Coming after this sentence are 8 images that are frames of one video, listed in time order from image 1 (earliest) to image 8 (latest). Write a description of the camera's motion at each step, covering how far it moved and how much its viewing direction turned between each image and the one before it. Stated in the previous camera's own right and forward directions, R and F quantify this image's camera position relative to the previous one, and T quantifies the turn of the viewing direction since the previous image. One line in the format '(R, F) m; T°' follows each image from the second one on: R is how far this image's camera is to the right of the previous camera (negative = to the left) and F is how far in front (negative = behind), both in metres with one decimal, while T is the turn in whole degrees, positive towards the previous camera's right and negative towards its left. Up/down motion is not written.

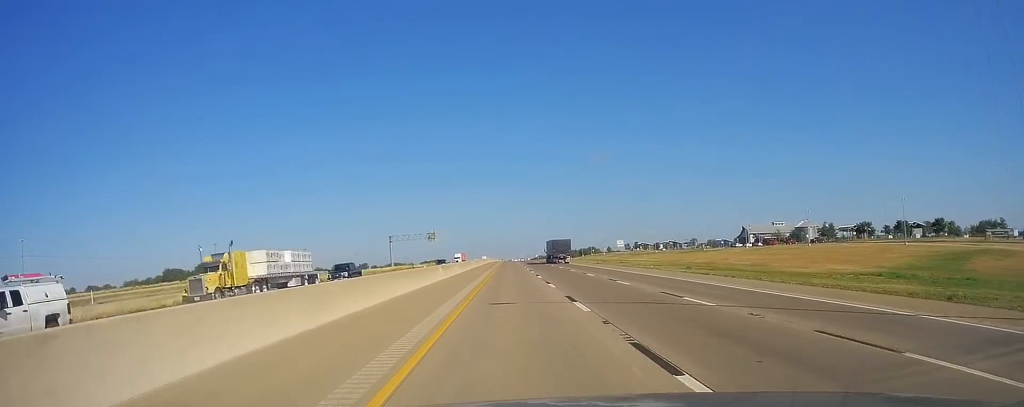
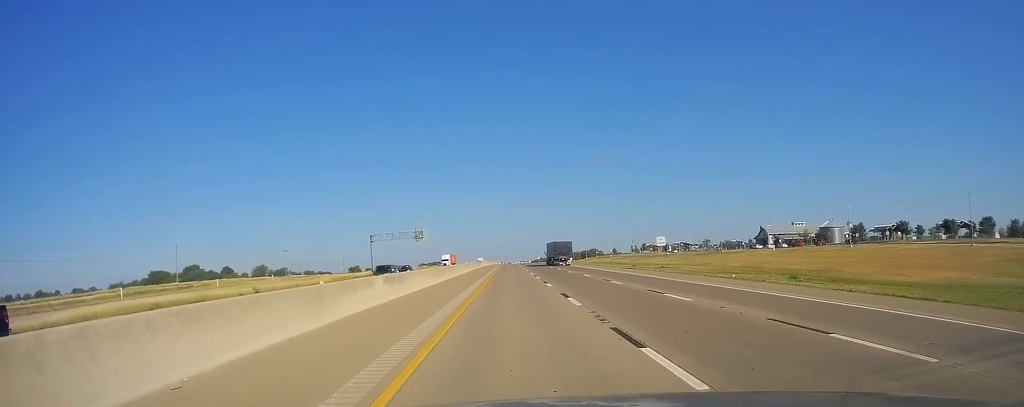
(0.0, +22.0) m; +1°
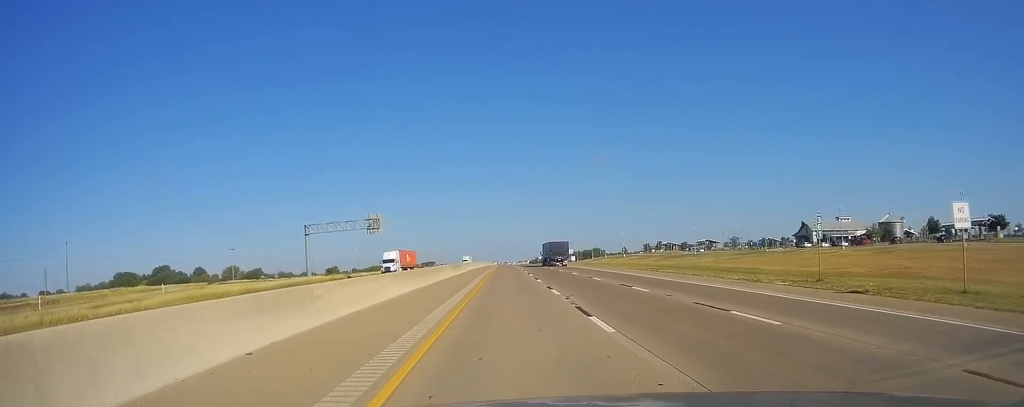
(+0.8, +43.3) m; +1°
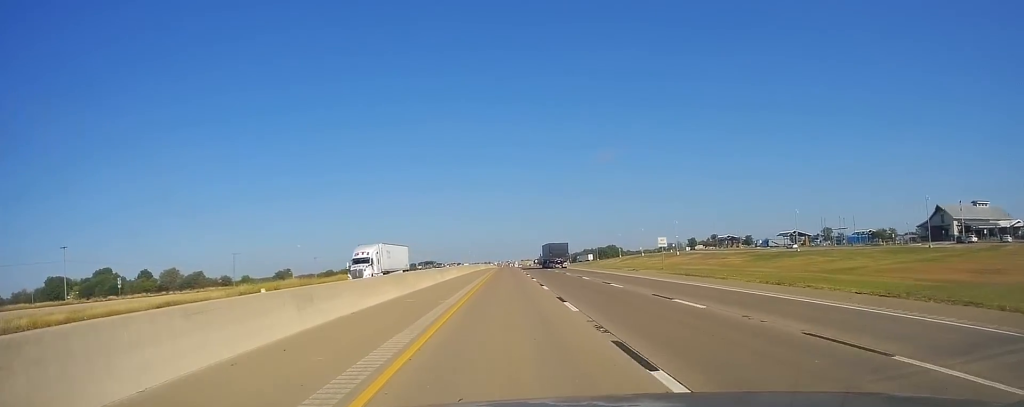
(+0.2, +80.4) m; 0°
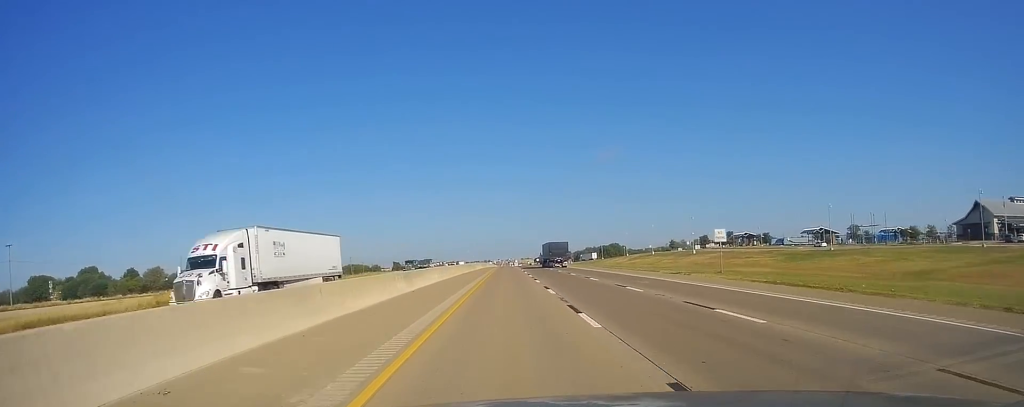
(-0.3, +16.4) m; -1°
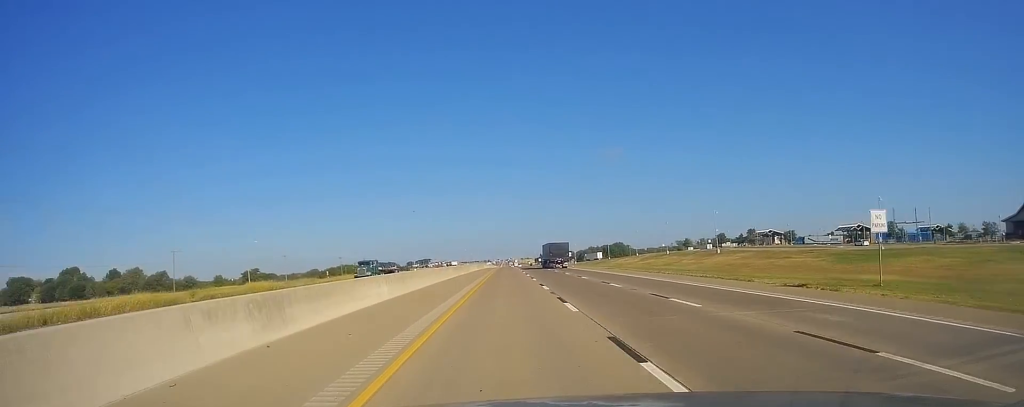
(-0.2, +19.8) m; -1°
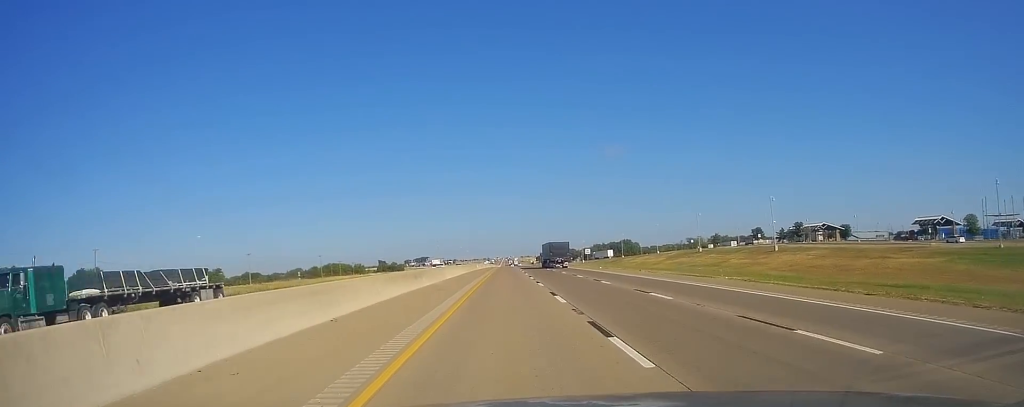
(-0.1, +33.3) m; +1°
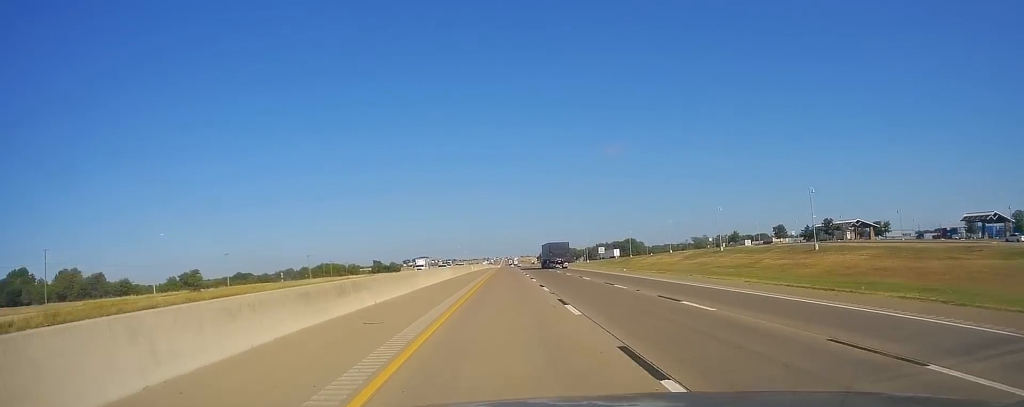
(+0.3, +16.4) m; 0°
